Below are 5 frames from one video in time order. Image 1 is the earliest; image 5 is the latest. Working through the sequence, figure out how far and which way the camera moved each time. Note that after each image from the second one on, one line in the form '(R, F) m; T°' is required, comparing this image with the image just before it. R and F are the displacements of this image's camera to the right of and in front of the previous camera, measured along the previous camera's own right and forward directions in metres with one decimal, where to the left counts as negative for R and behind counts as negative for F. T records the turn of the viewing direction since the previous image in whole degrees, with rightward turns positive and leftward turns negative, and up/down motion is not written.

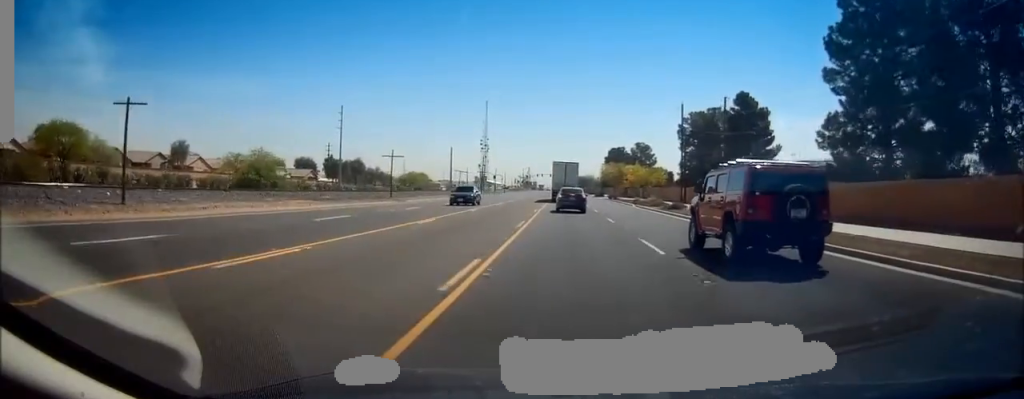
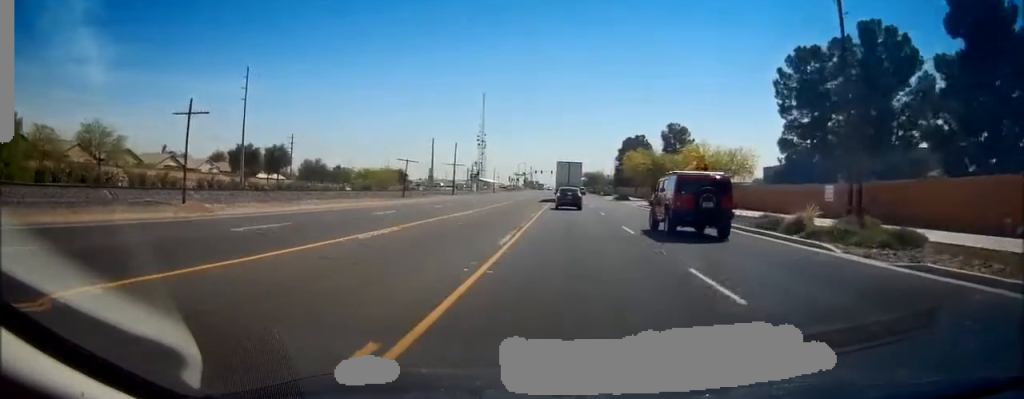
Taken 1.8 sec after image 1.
(-0.2, +42.1) m; 0°
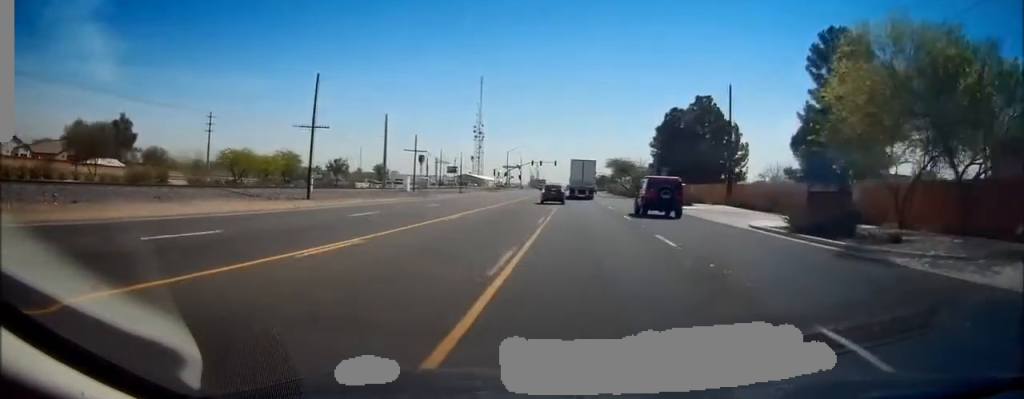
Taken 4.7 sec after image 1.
(-0.4, +64.7) m; -1°
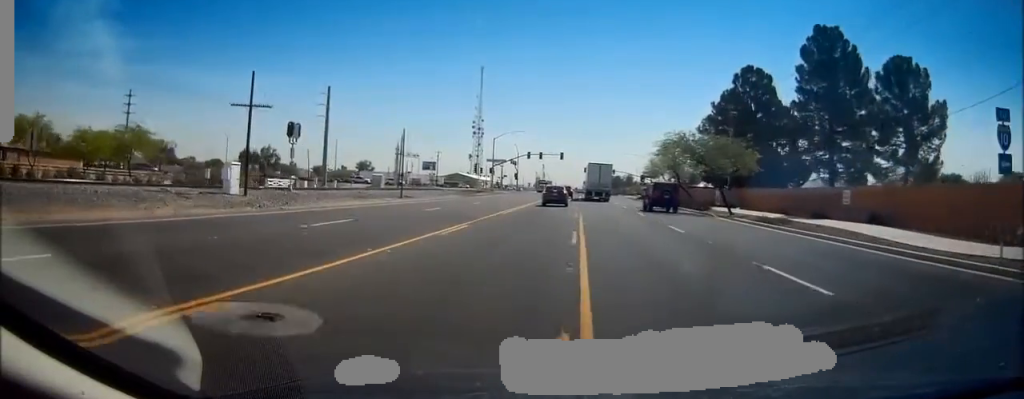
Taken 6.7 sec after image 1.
(-0.1, +42.8) m; -1°
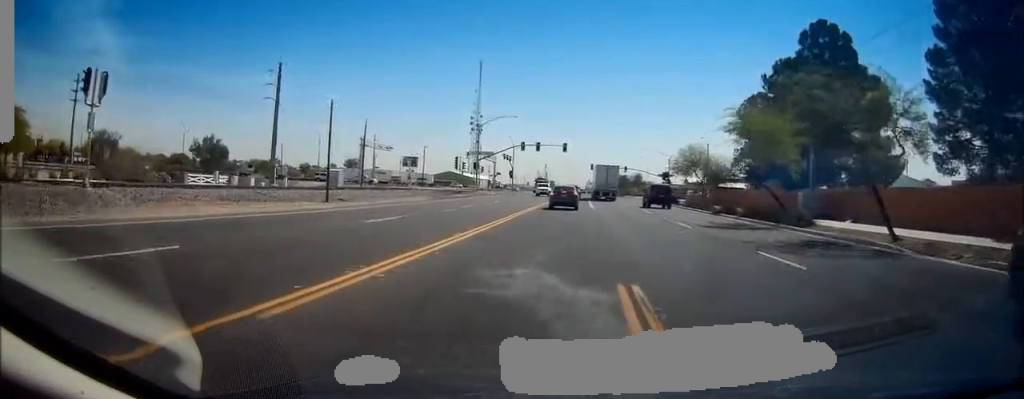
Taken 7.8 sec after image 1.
(-0.2, +22.5) m; 0°
